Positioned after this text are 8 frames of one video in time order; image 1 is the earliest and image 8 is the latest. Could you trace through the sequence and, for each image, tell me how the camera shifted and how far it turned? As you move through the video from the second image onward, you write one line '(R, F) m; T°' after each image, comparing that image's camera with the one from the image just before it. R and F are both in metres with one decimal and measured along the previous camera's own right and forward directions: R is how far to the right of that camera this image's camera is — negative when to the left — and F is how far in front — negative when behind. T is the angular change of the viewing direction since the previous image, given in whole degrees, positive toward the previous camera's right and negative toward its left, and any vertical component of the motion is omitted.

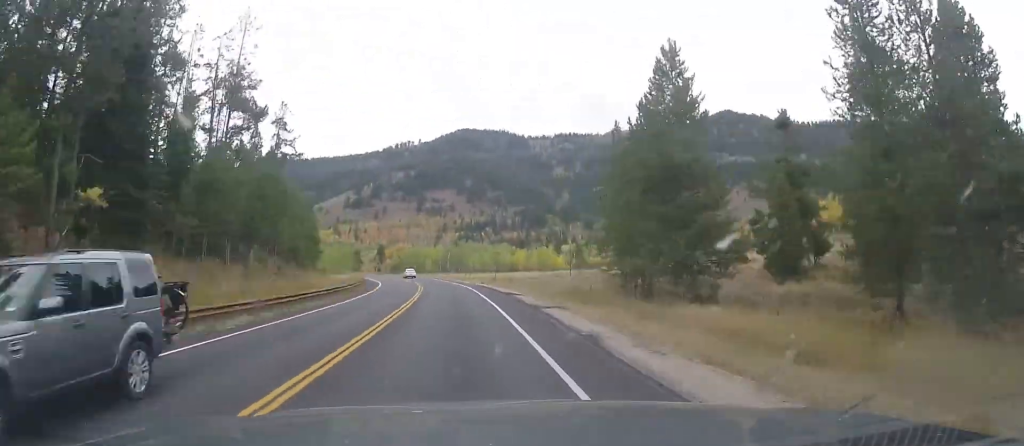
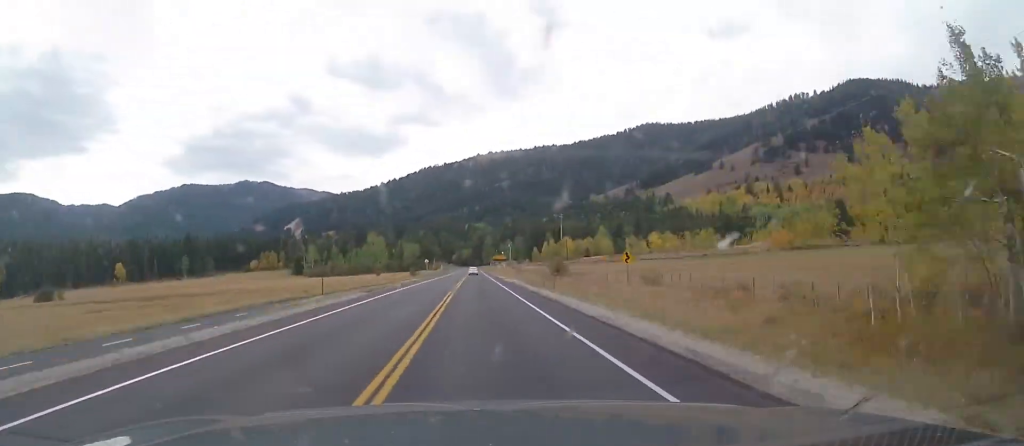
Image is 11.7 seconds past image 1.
(-71.8, +294.5) m; -23°
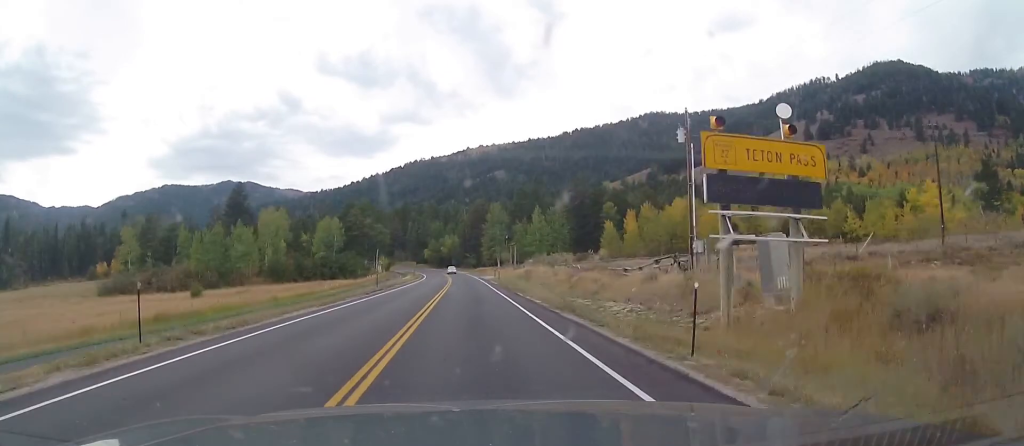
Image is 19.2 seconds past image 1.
(-13.2, +153.2) m; -9°
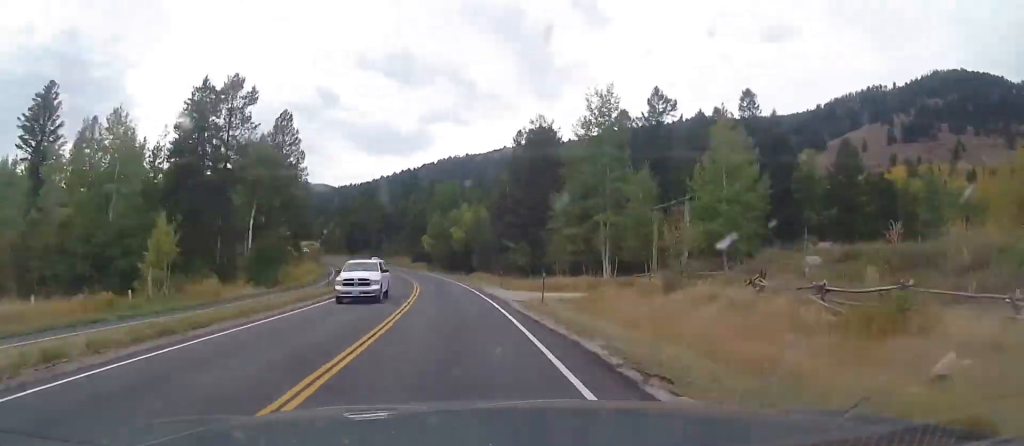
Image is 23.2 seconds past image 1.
(-2.2, +54.9) m; -4°
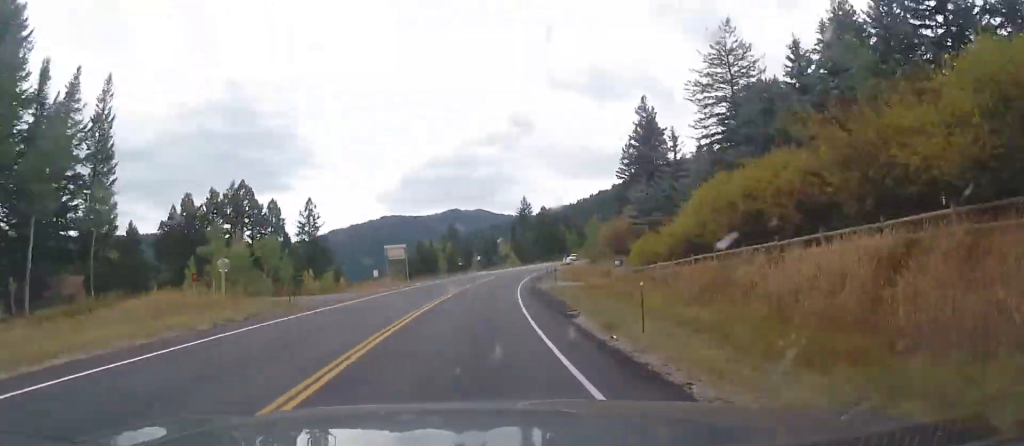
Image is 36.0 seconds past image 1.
(-21.8, +186.7) m; +1°
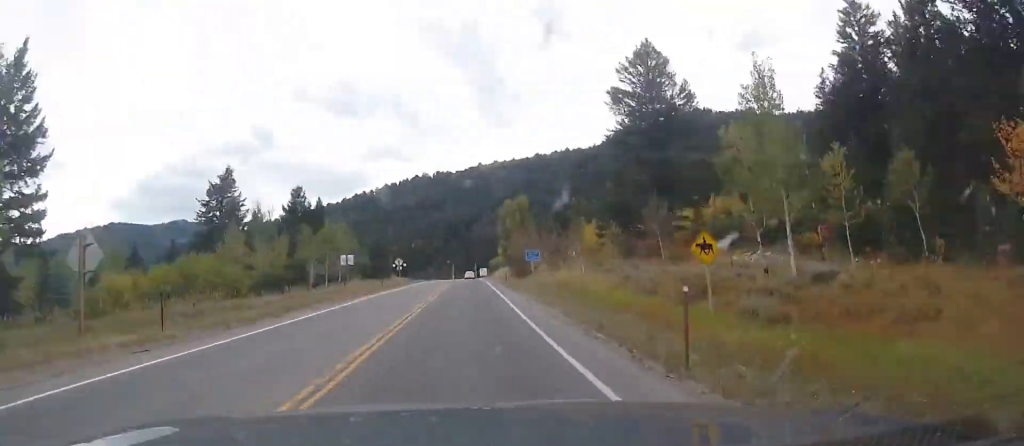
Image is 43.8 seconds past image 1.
(+20.8, +204.7) m; +9°
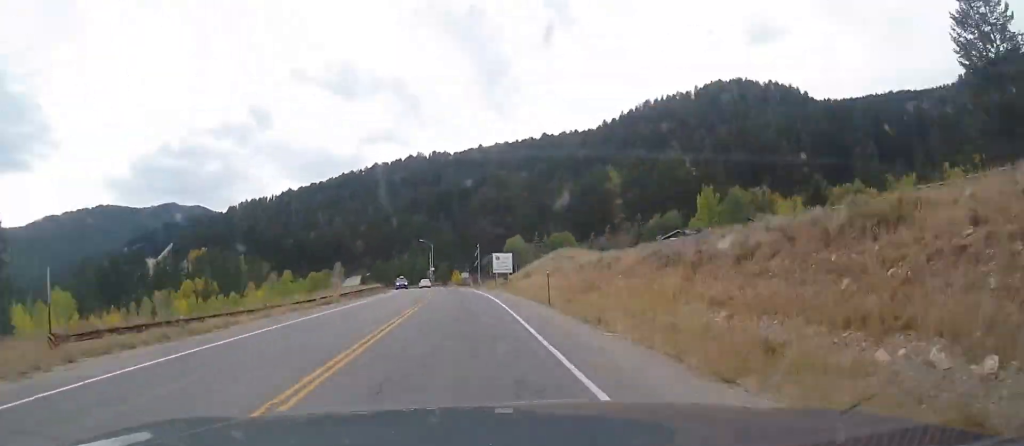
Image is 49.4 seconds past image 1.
(+7.4, +145.3) m; -3°
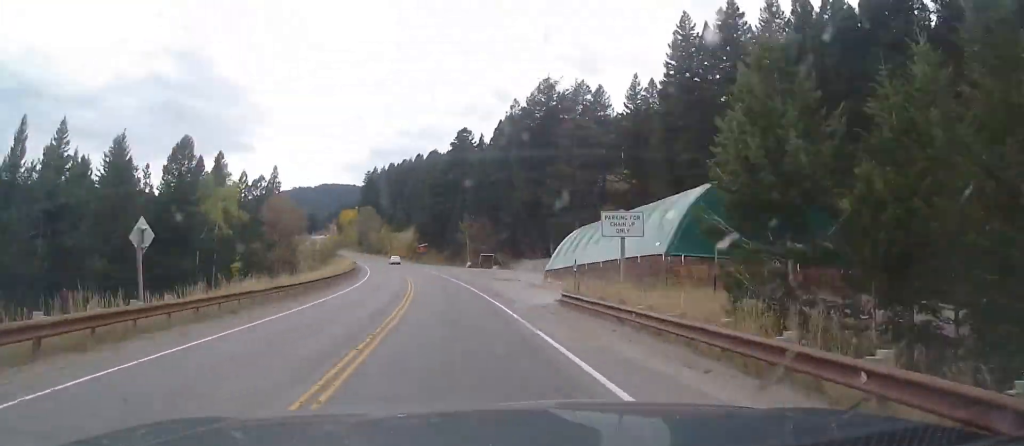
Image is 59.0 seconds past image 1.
(-27.8, +231.3) m; -19°
